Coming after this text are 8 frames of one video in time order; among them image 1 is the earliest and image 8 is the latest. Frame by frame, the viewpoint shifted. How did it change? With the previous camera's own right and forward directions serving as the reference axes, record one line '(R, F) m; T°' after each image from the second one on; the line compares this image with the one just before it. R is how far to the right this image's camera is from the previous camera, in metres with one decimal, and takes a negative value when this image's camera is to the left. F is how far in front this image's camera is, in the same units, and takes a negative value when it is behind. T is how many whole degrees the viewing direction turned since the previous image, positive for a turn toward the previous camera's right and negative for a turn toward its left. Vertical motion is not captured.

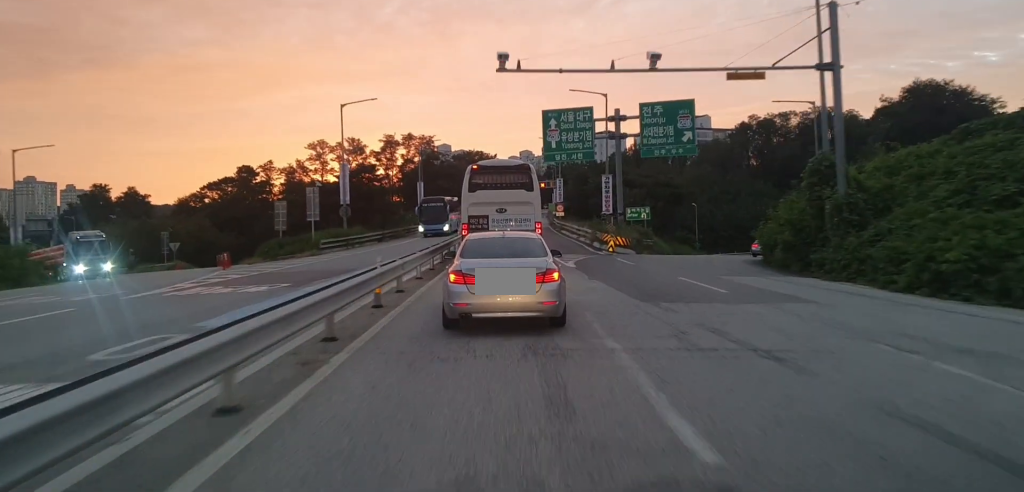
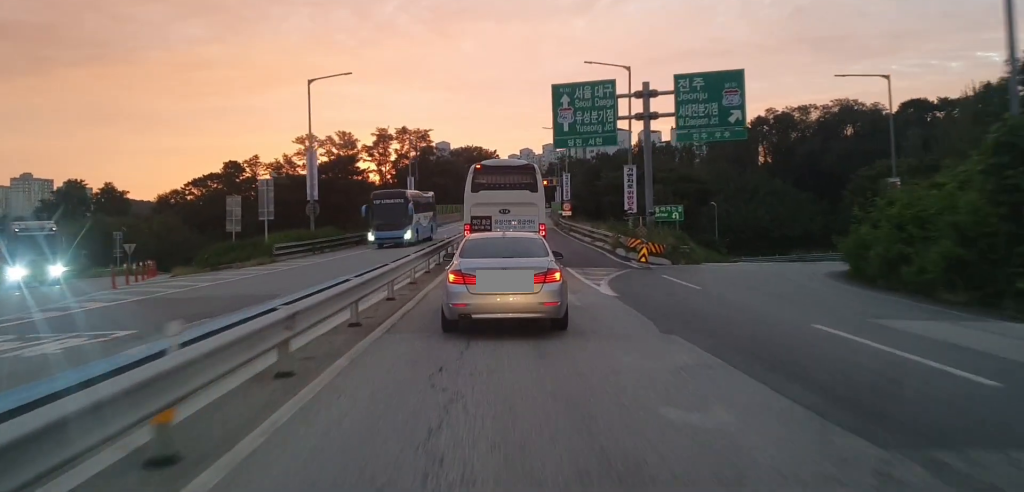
(0.0, +9.6) m; 0°
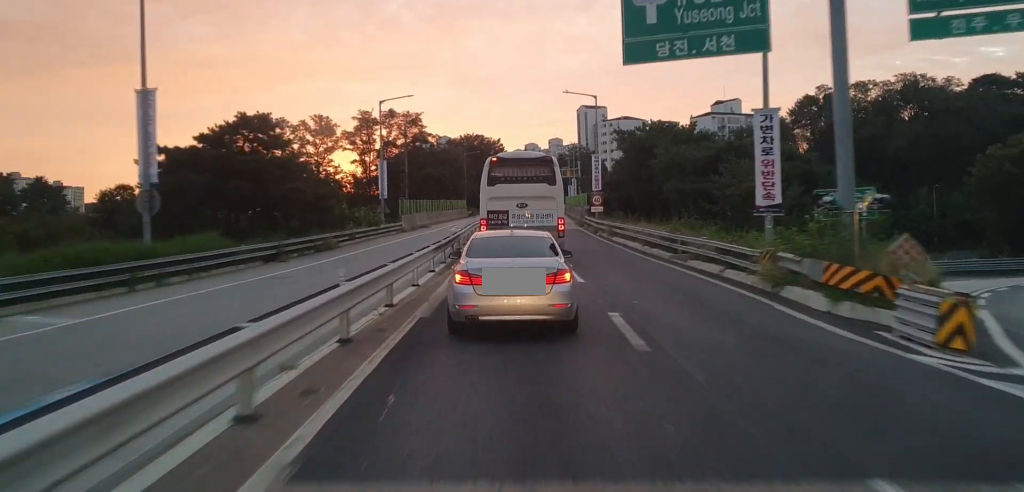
(0.0, +22.0) m; +1°
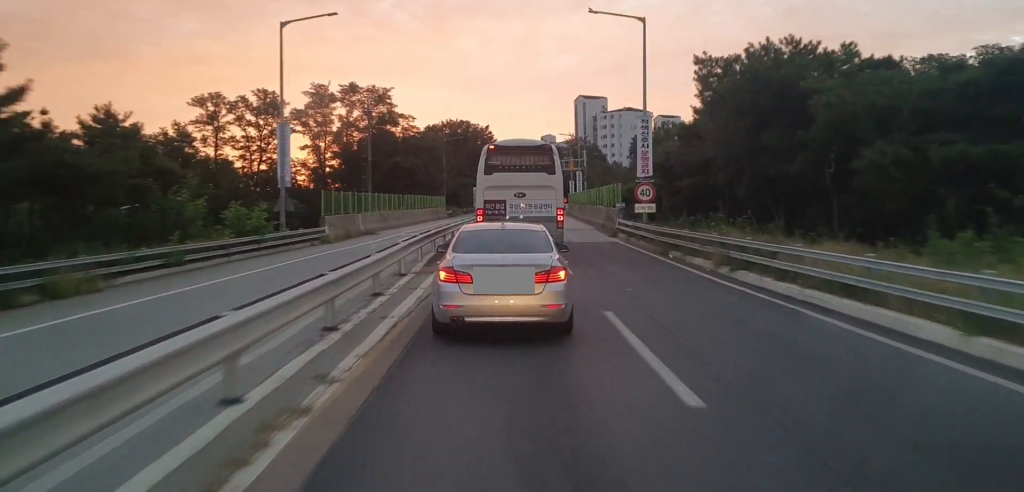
(+0.7, +23.8) m; +1°
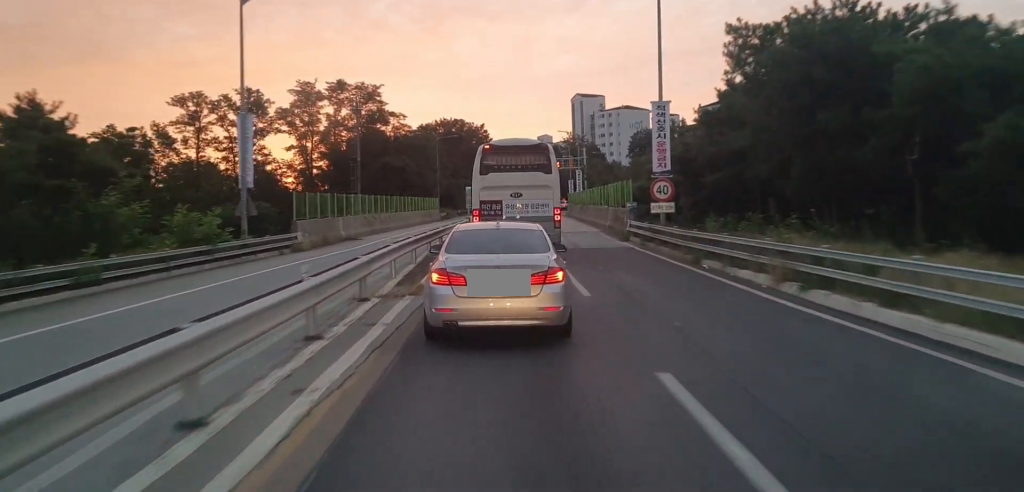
(-0.1, +4.6) m; -1°
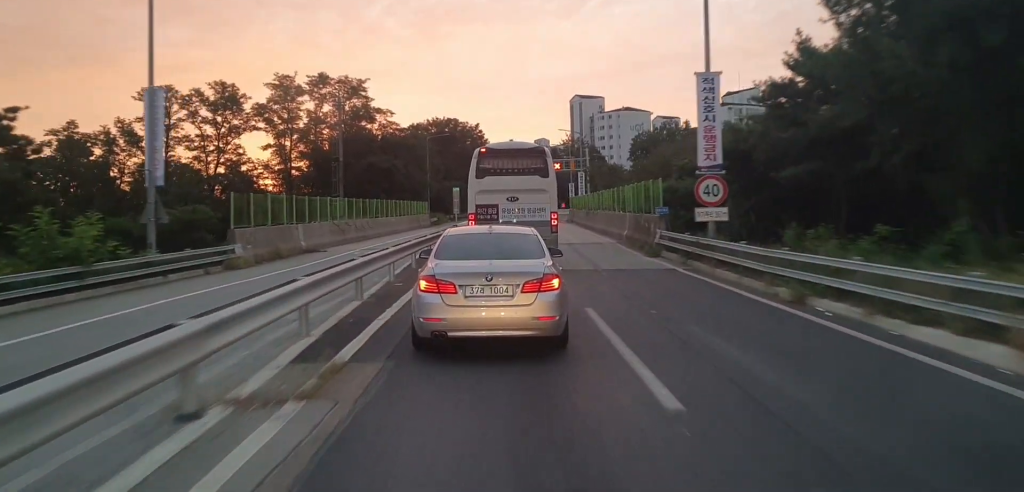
(-0.1, +7.7) m; +1°
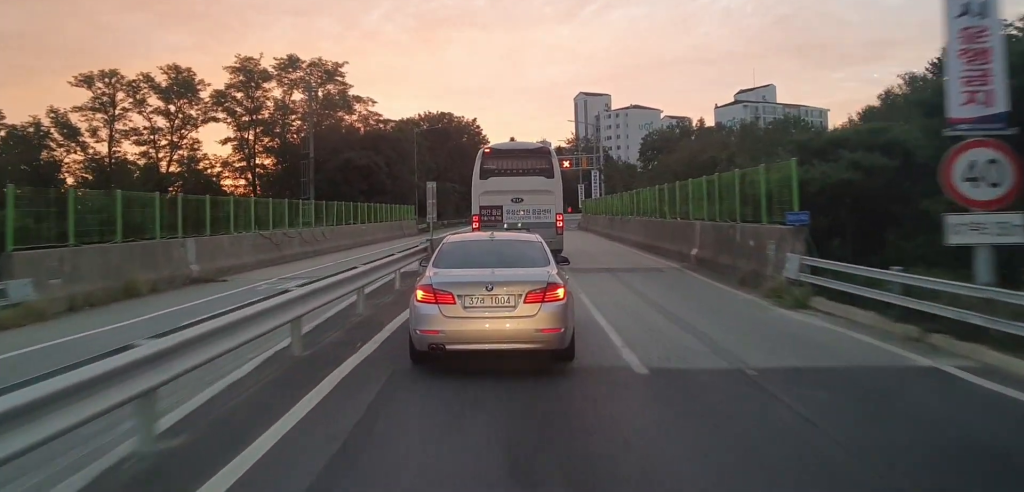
(+0.4, +13.0) m; +1°
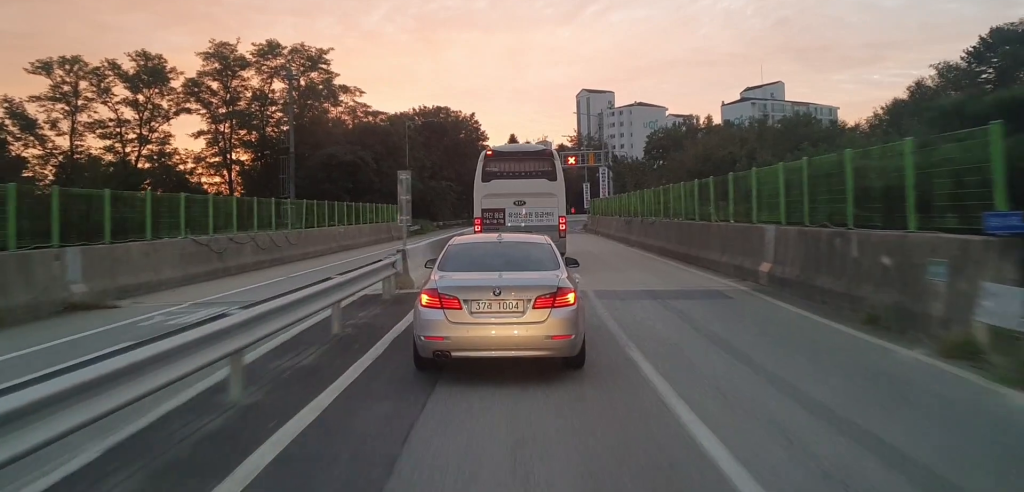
(+0.1, +6.4) m; 0°
